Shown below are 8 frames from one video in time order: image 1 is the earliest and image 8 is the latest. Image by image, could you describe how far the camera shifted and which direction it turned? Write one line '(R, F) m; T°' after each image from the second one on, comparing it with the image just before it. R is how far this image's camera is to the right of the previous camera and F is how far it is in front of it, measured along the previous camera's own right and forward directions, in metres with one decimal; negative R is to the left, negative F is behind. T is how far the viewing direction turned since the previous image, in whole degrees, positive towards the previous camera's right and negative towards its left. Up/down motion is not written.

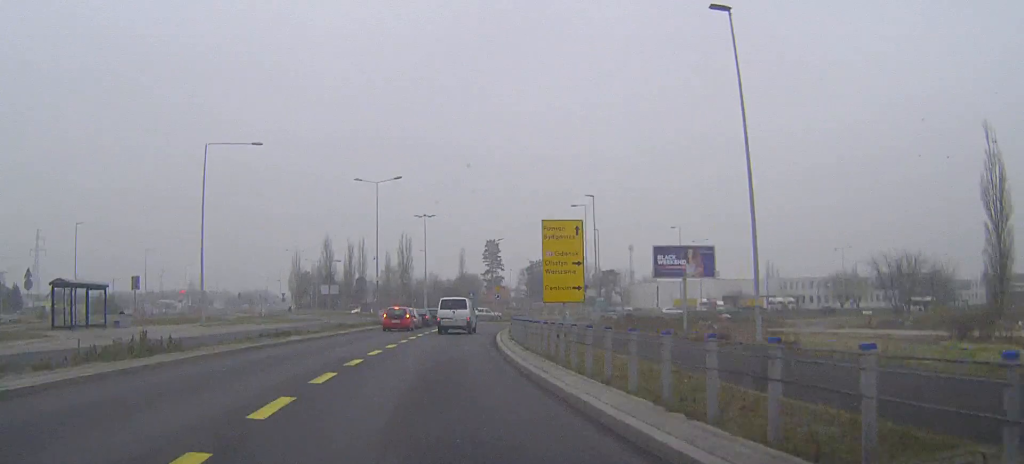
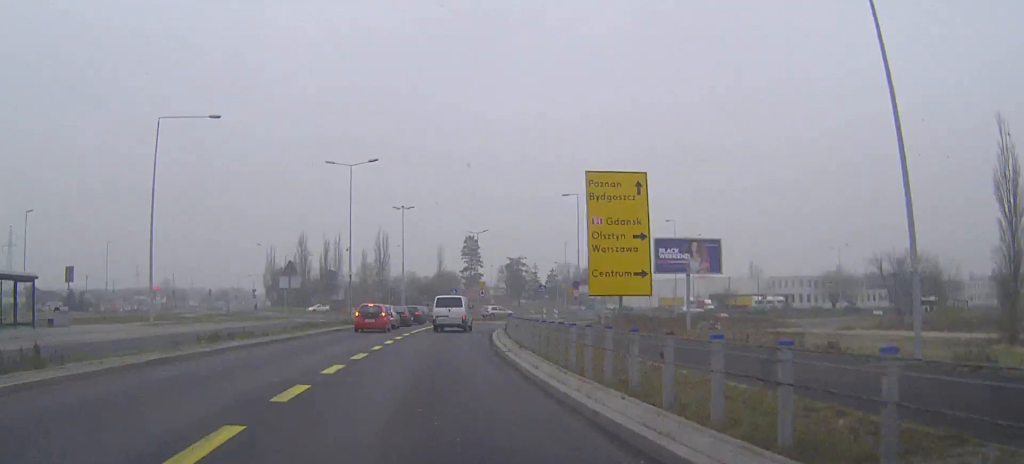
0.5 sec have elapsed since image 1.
(+0.1, +6.8) m; +1°
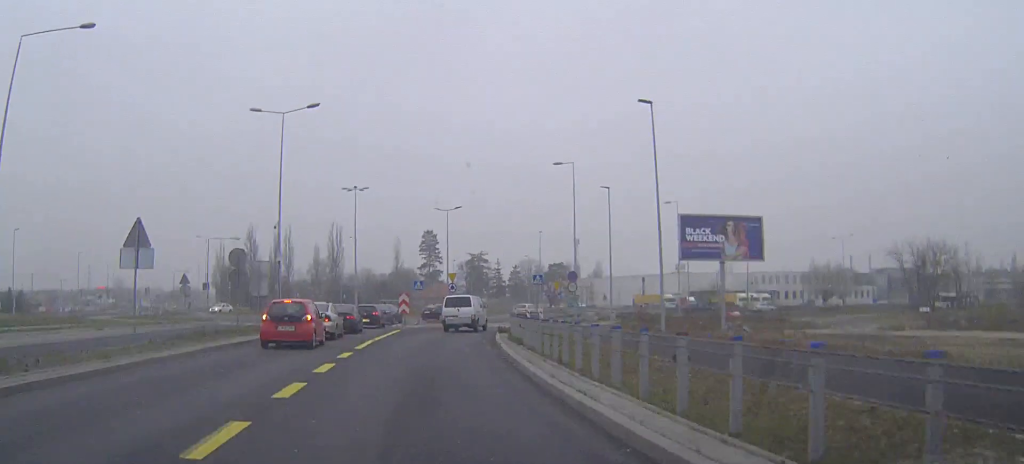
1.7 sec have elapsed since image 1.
(+0.4, +15.5) m; +3°
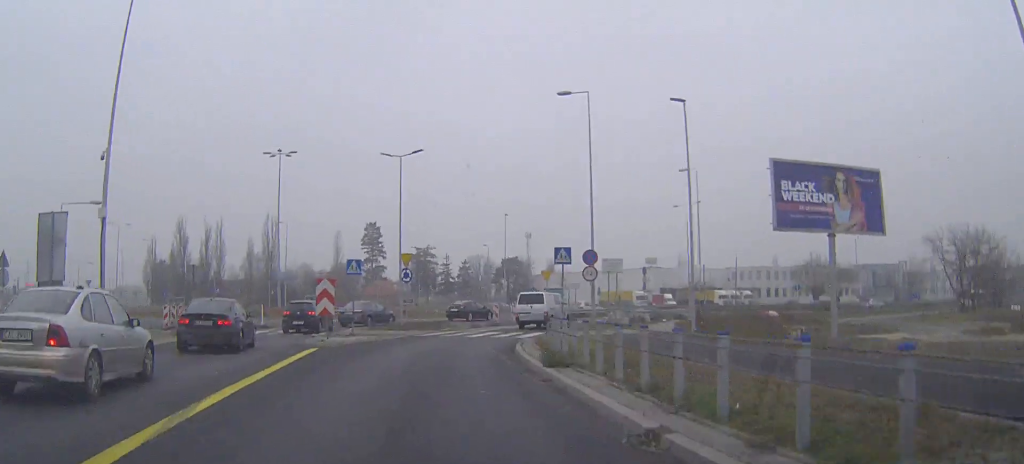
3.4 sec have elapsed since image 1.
(+0.8, +20.1) m; +5°
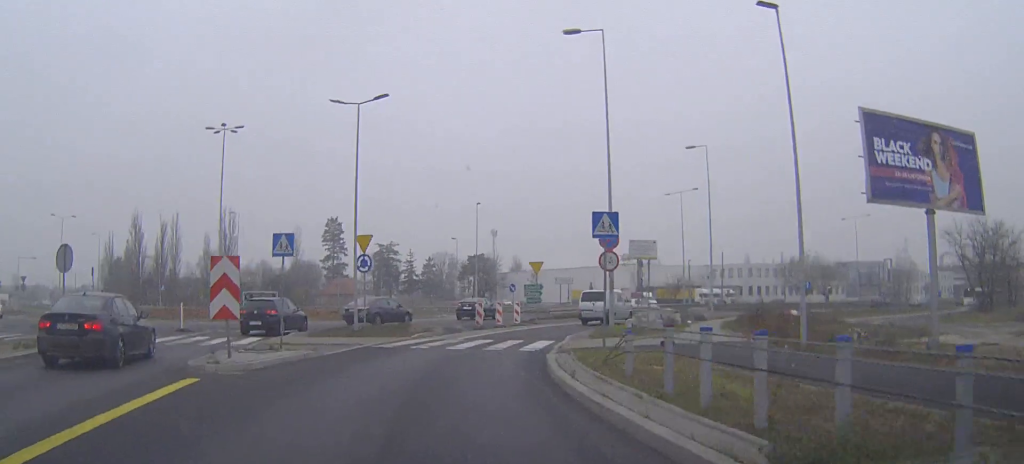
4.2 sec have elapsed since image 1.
(+0.2, +9.7) m; +3°
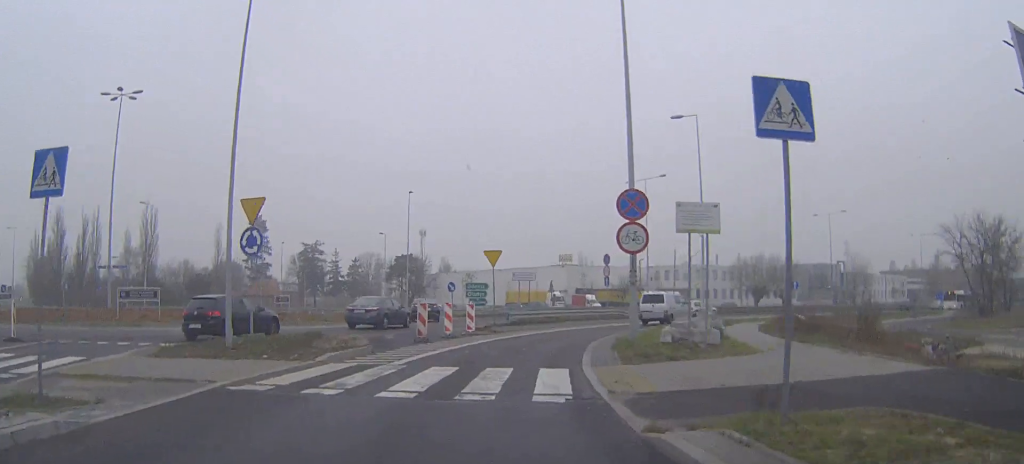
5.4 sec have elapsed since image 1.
(+0.5, +11.3) m; +6°
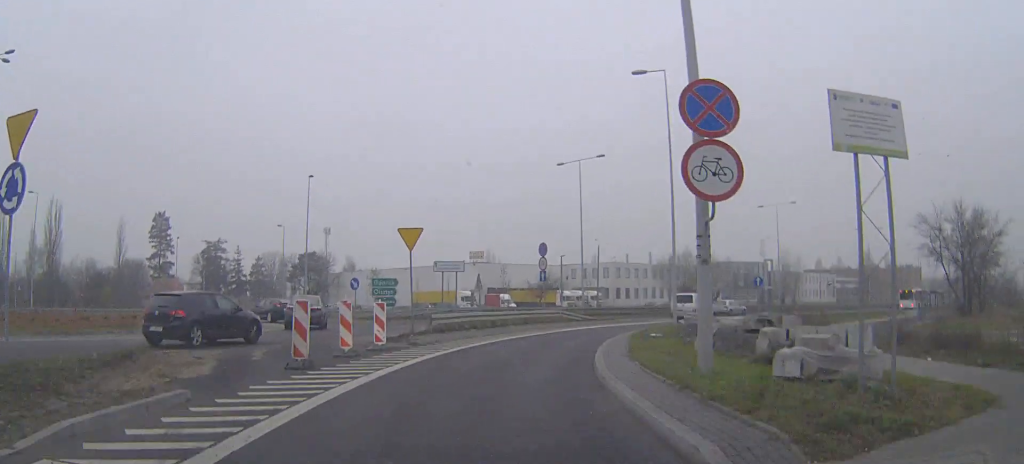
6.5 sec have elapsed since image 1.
(+0.5, +9.4) m; +7°
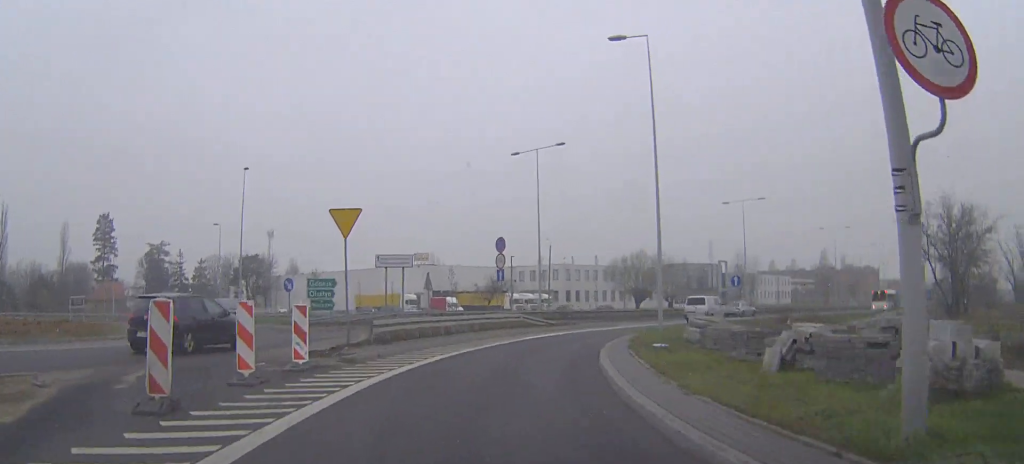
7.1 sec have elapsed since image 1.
(+0.2, +5.4) m; +4°
